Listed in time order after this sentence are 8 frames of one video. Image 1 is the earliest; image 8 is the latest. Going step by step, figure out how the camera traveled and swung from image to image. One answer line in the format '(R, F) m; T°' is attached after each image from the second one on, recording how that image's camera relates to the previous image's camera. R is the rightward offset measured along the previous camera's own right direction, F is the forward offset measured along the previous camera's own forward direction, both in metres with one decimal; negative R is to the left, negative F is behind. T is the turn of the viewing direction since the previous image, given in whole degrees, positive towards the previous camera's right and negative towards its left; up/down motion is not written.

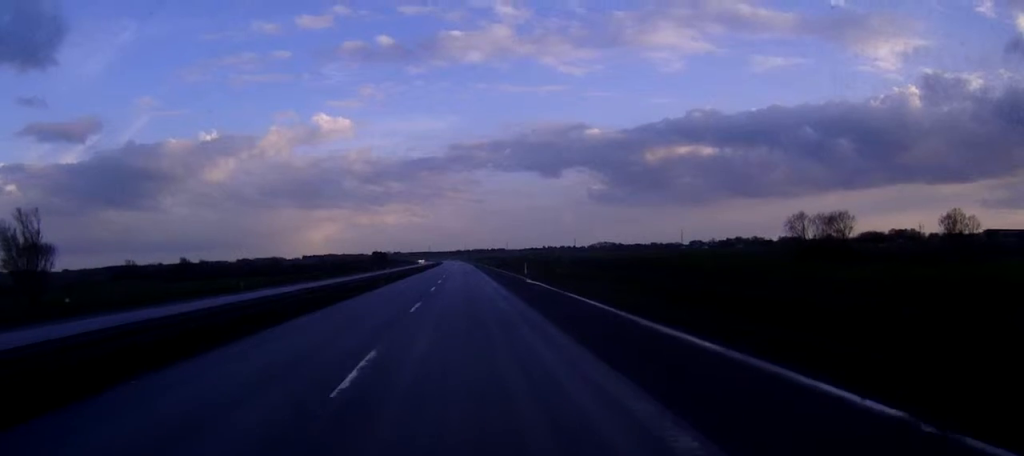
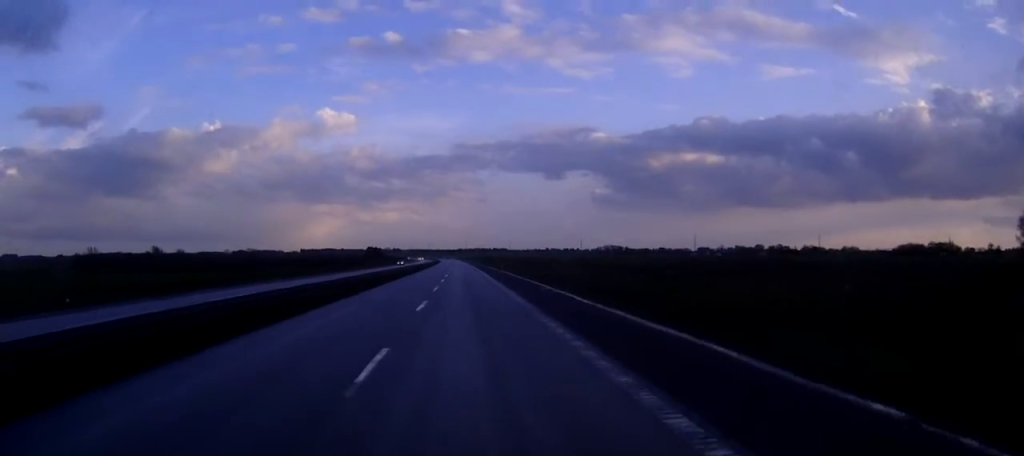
(-0.1, +59.7) m; 0°
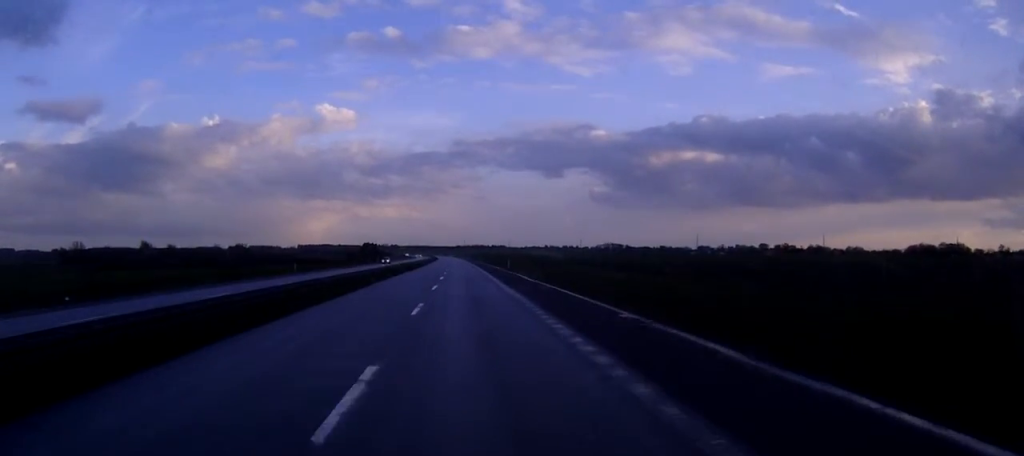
(0.0, +17.5) m; 0°
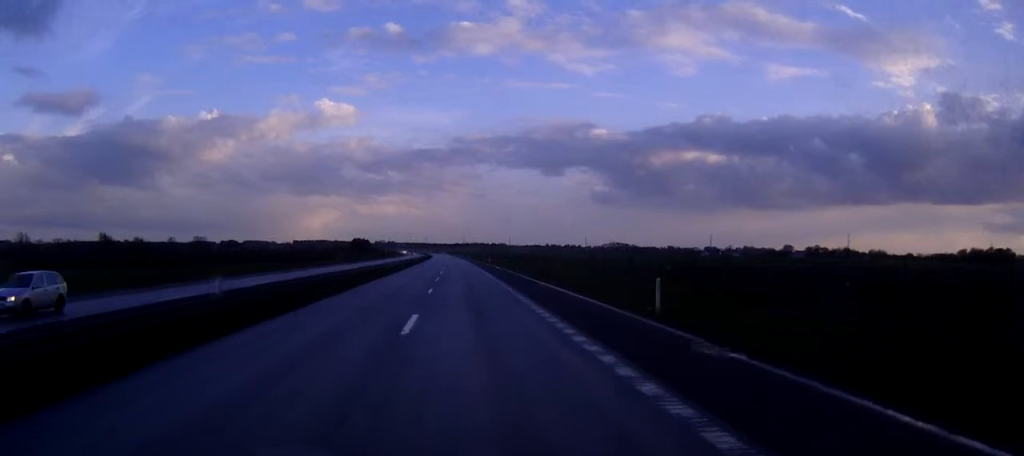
(0.0, +65.2) m; 0°
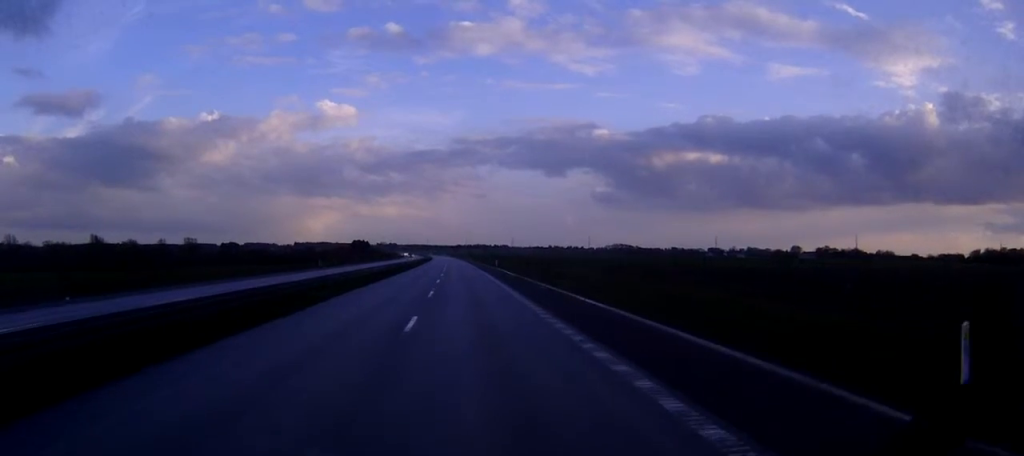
(0.0, +14.8) m; 0°
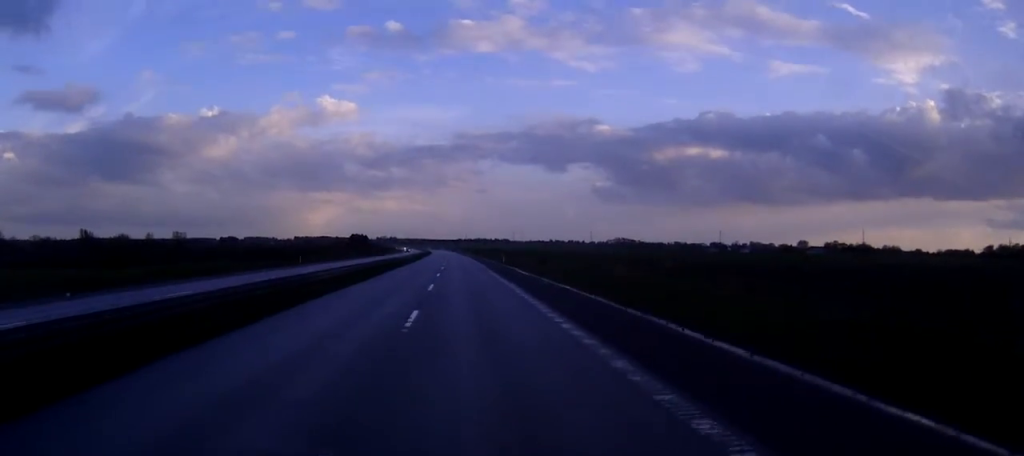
(0.0, +14.8) m; 0°
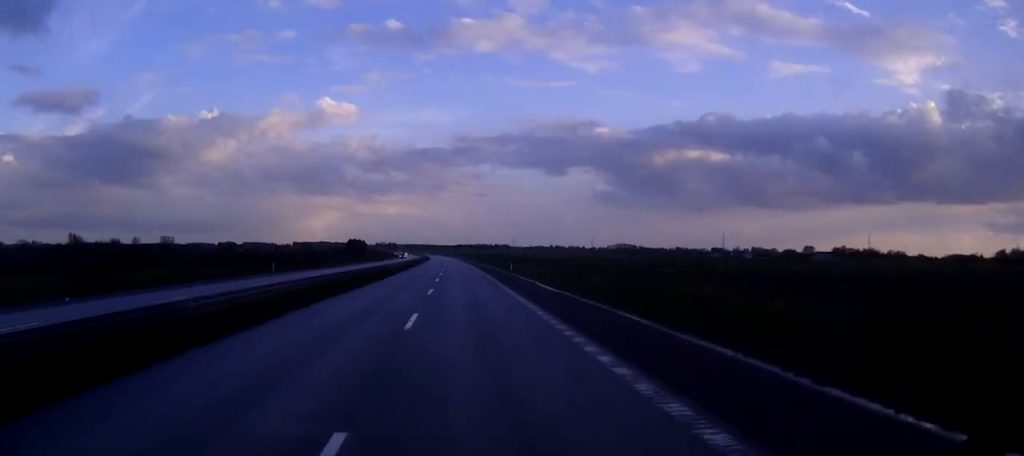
(0.0, +13.9) m; 0°
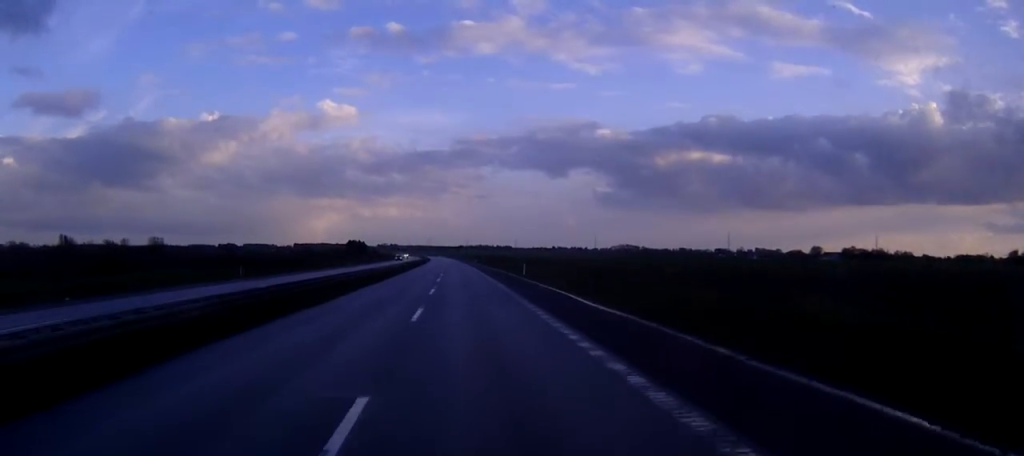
(0.0, +13.1) m; 0°
